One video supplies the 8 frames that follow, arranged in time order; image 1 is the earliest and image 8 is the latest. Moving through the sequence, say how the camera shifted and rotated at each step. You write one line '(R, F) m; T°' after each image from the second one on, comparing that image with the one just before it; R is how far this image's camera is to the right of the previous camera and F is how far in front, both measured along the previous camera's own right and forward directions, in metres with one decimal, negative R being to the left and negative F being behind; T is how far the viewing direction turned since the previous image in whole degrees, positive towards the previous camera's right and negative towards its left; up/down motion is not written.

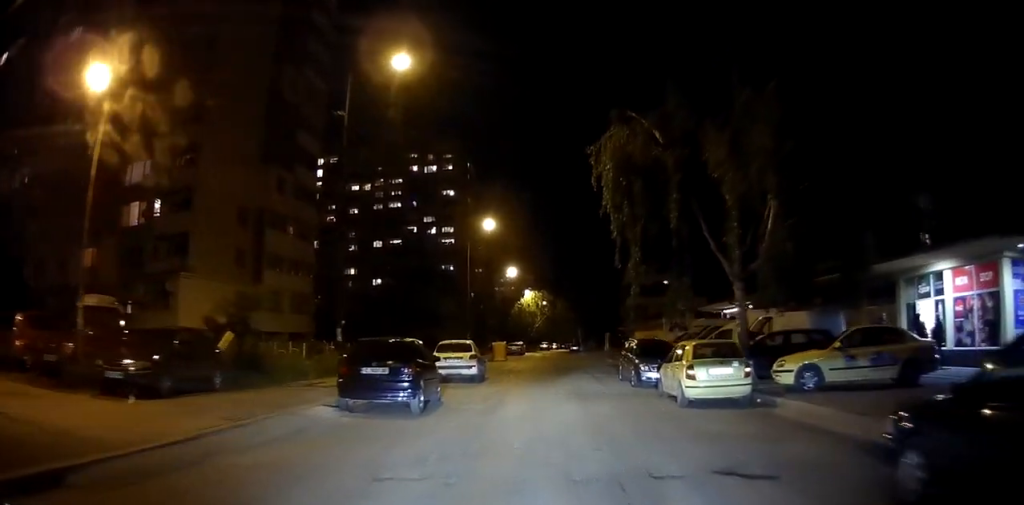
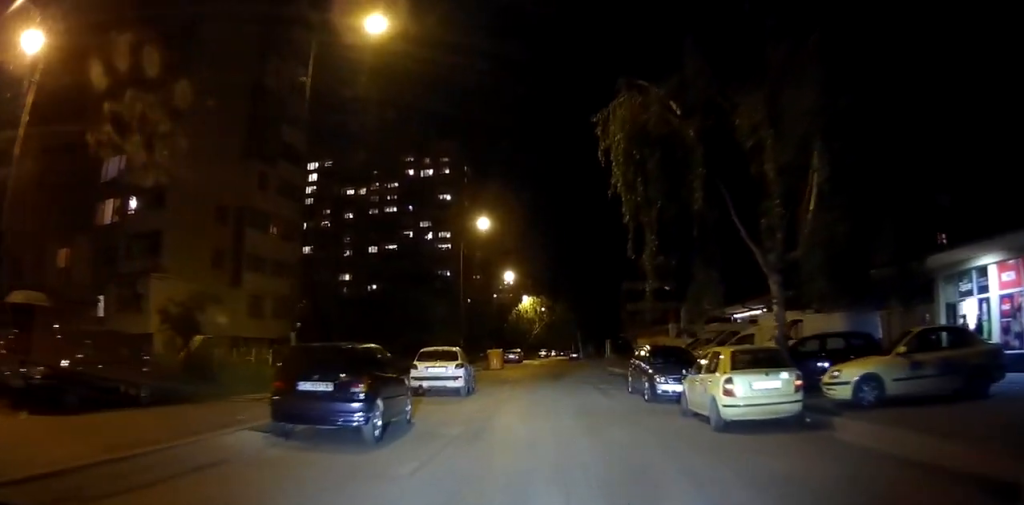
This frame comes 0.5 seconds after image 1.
(0.0, +2.7) m; +1°
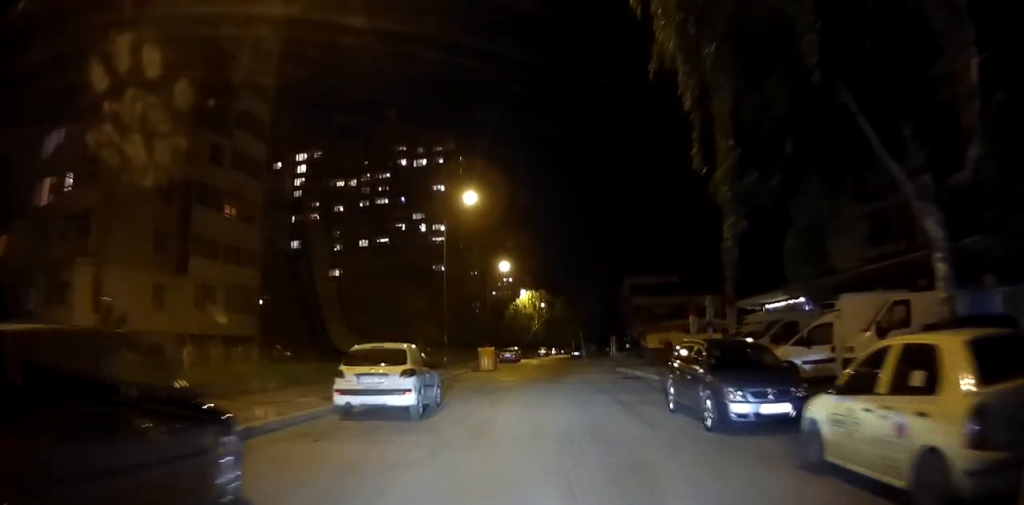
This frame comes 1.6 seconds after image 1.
(+0.2, +6.0) m; +2°
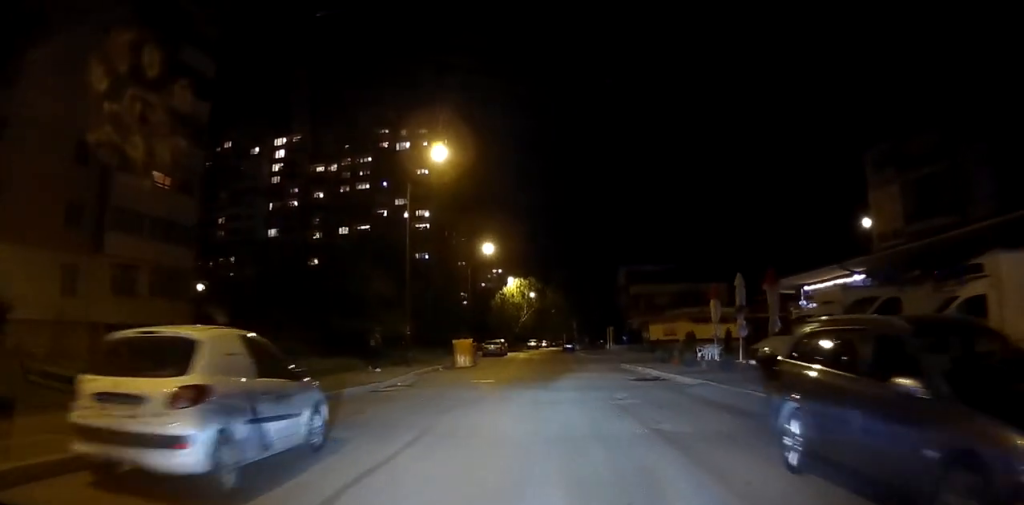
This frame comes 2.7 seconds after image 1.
(0.0, +6.8) m; +1°
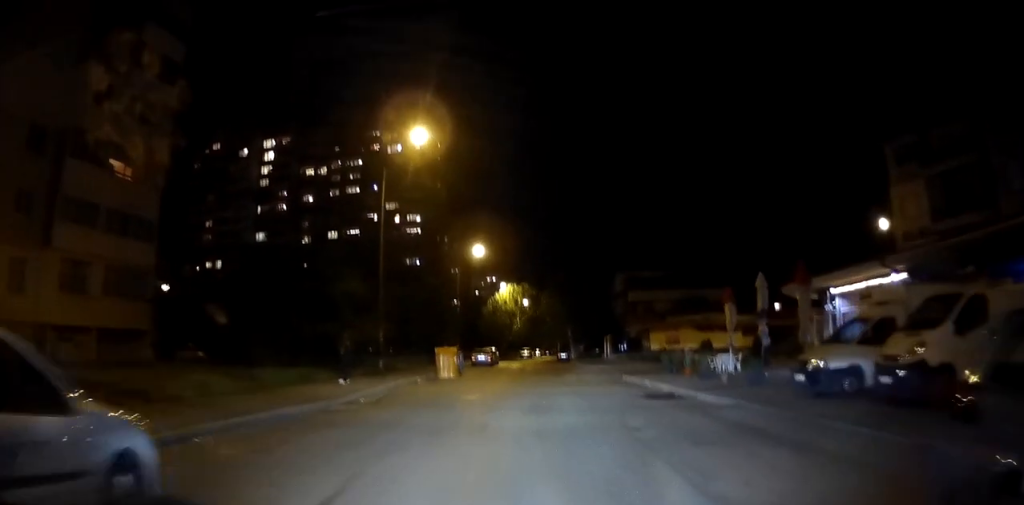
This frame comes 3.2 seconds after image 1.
(0.0, +3.7) m; 0°
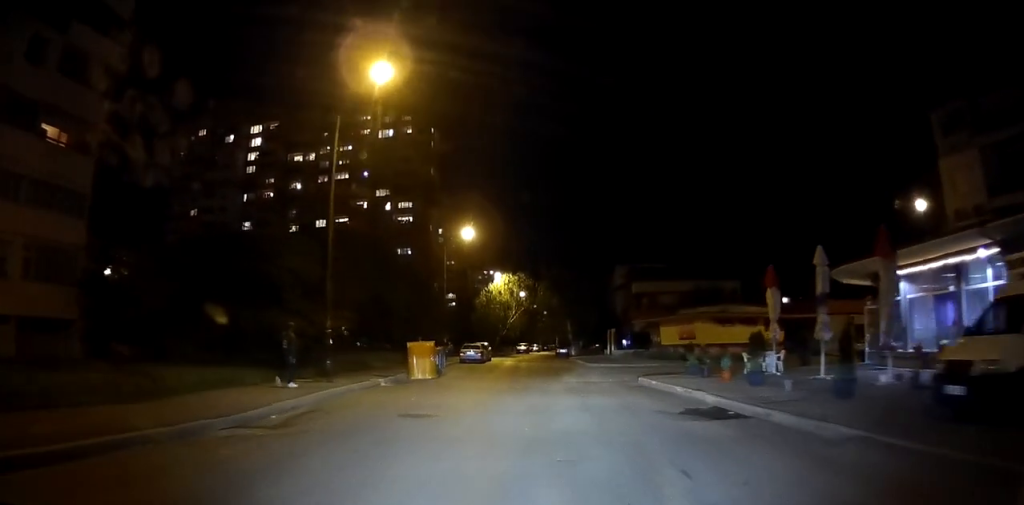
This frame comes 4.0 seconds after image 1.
(0.0, +6.0) m; 0°
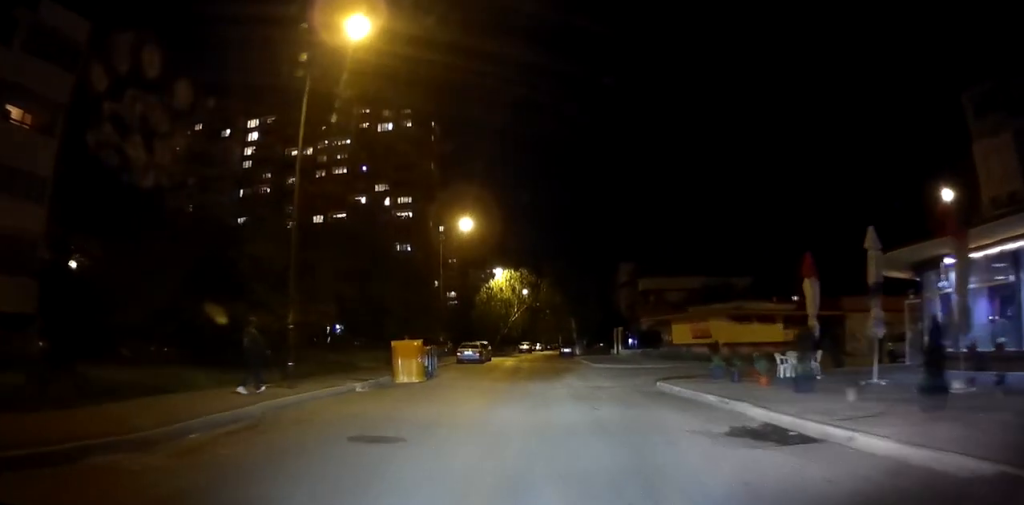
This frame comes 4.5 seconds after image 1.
(0.0, +3.5) m; 0°
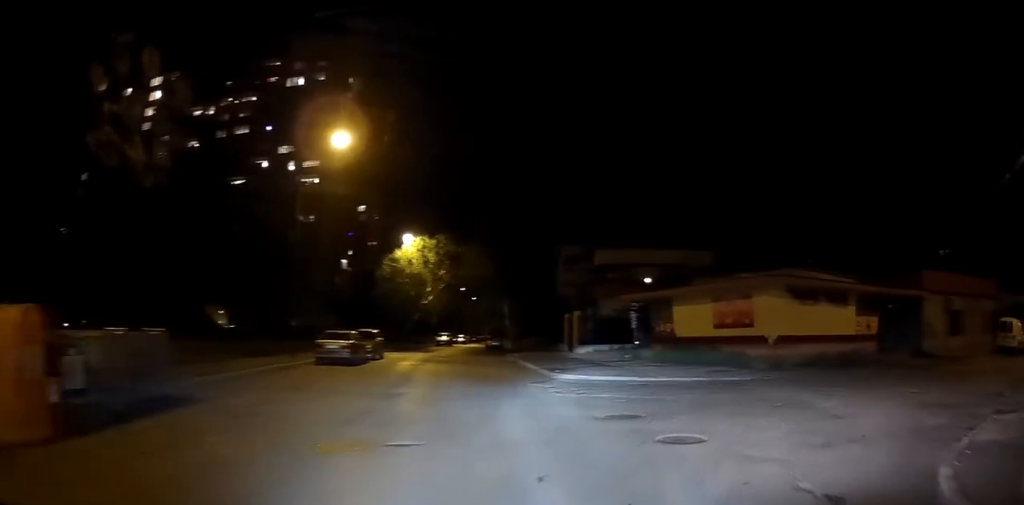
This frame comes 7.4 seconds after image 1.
(+2.5, +21.1) m; +18°
